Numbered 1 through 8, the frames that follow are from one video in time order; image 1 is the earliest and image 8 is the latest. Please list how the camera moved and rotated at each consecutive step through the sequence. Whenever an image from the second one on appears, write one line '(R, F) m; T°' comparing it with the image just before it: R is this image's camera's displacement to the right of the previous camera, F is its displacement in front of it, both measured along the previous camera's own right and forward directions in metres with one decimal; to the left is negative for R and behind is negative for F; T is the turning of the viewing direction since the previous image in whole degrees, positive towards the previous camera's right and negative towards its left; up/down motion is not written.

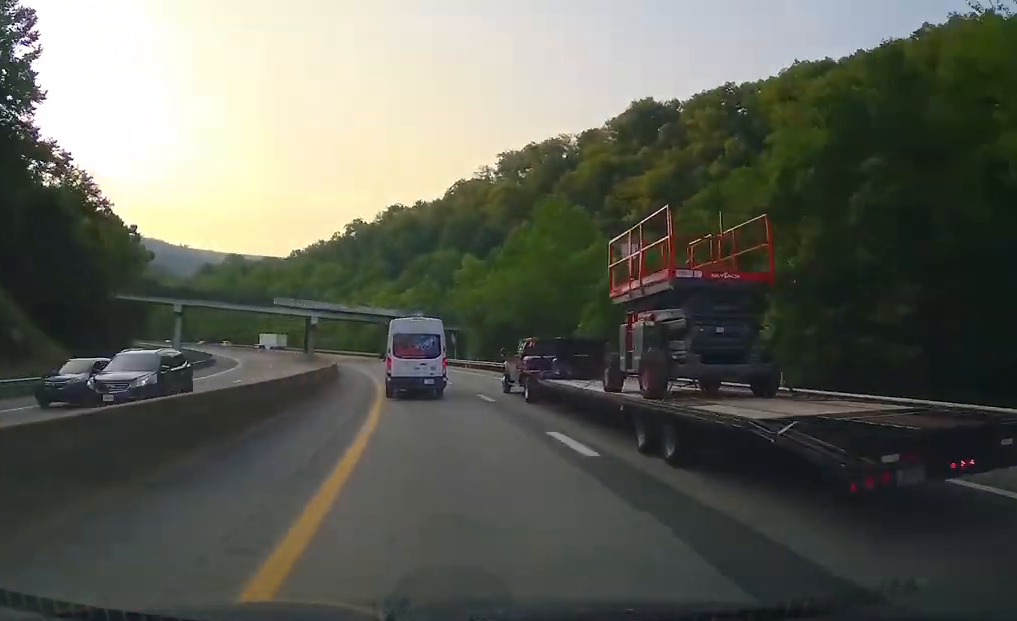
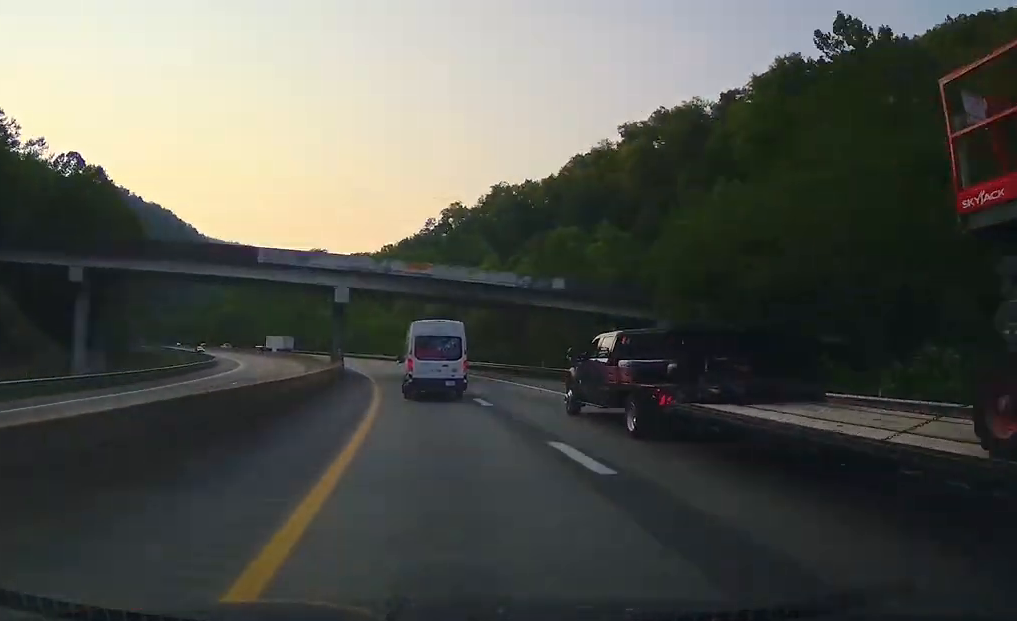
(-0.2, +51.0) m; -8°
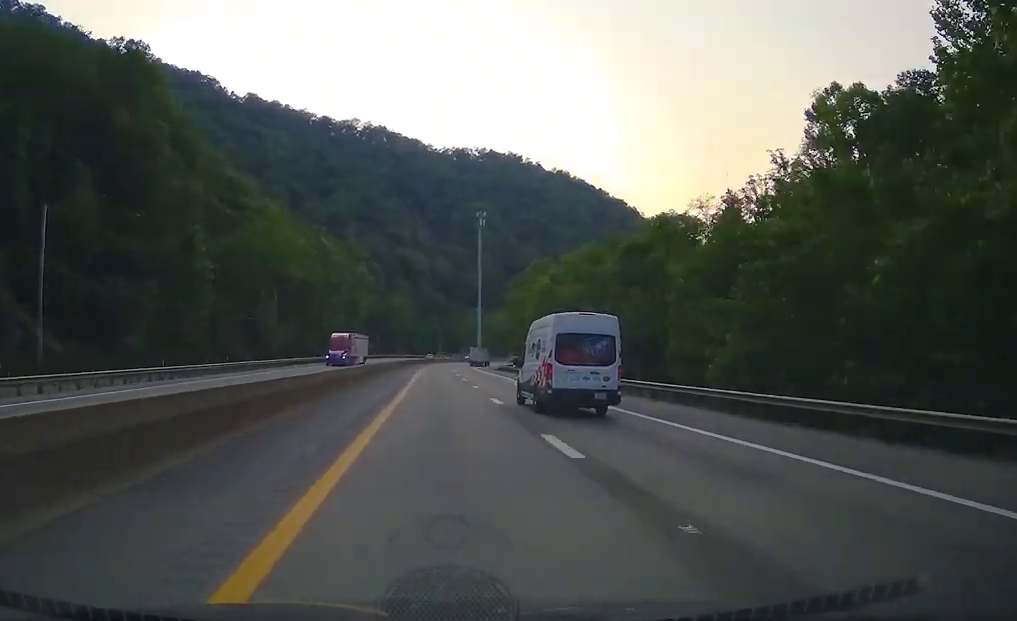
(-79.8, +240.2) m; -25°
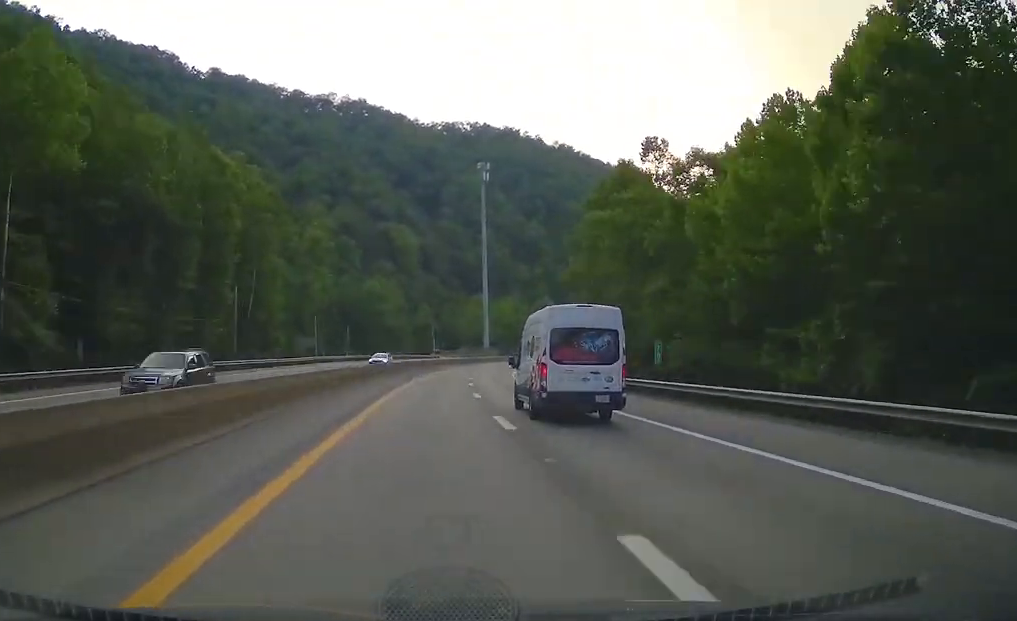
(-0.6, +69.2) m; +4°
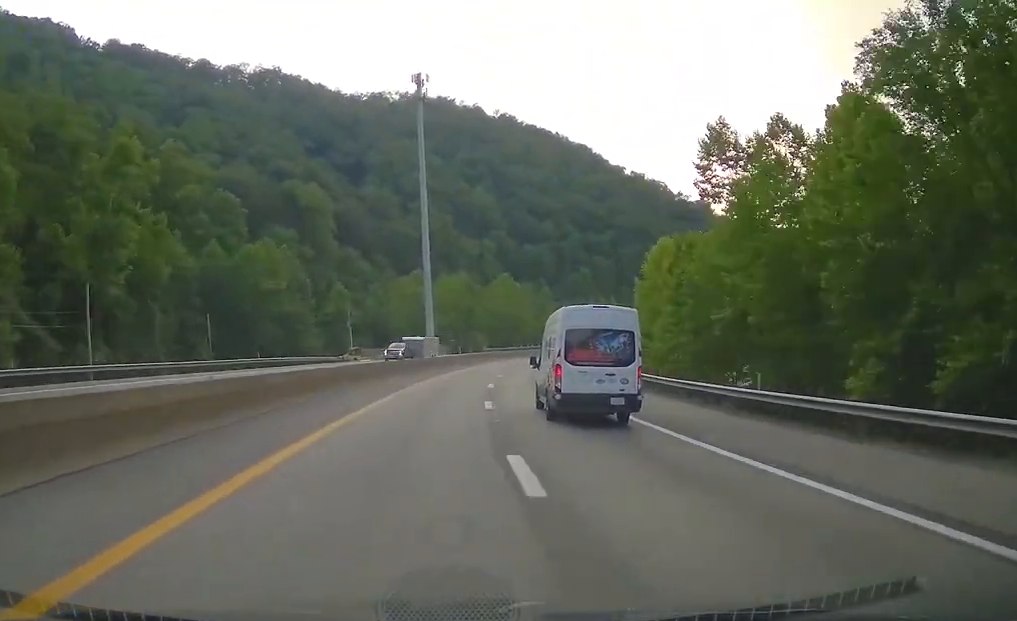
(+2.6, +68.2) m; +8°
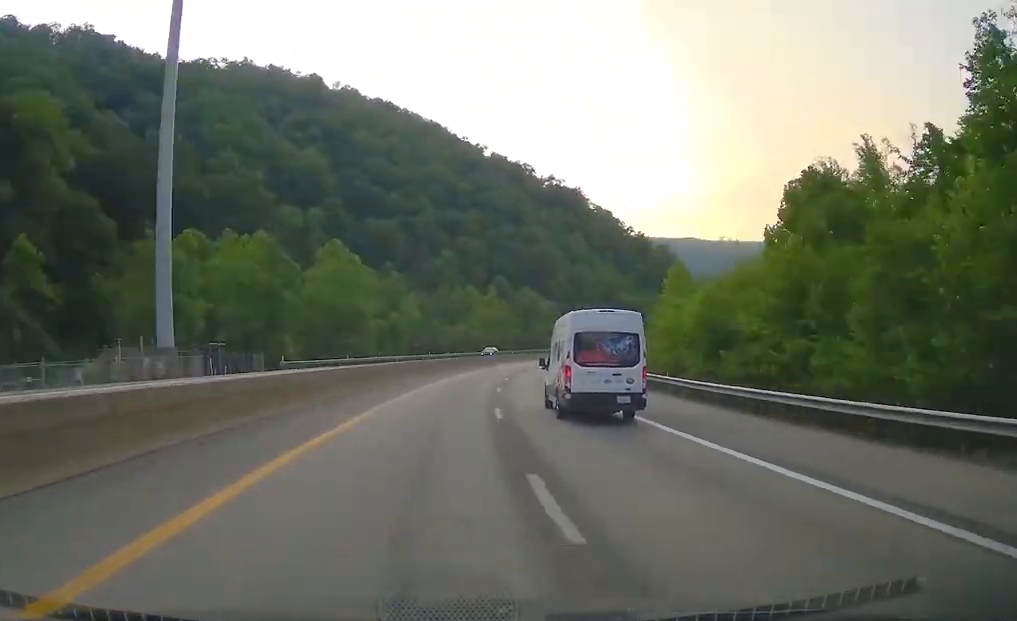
(+1.6, +75.8) m; +12°
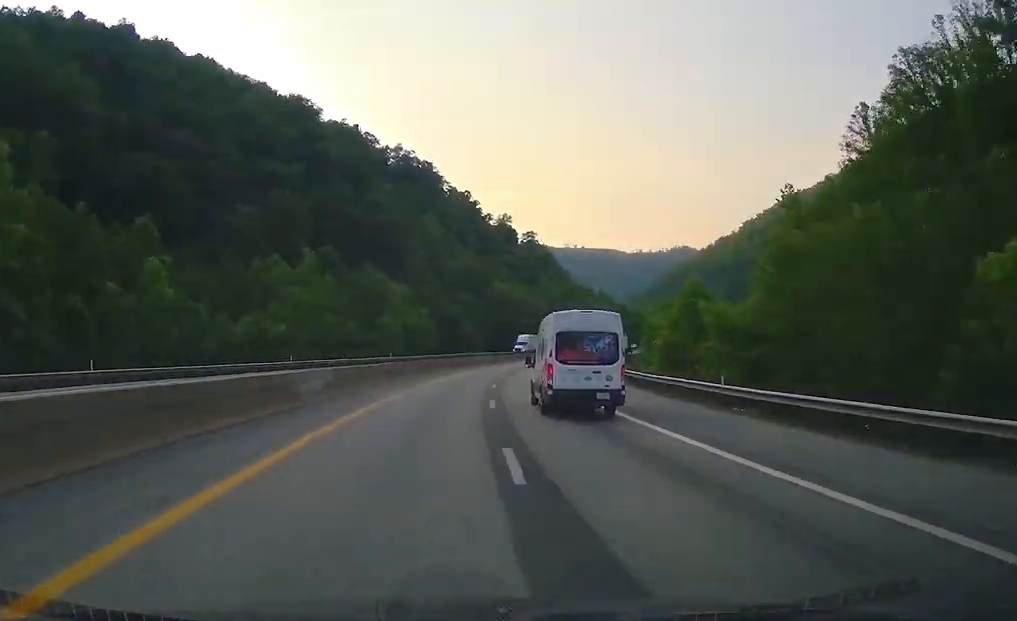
(+13.7, +70.0) m; +14°
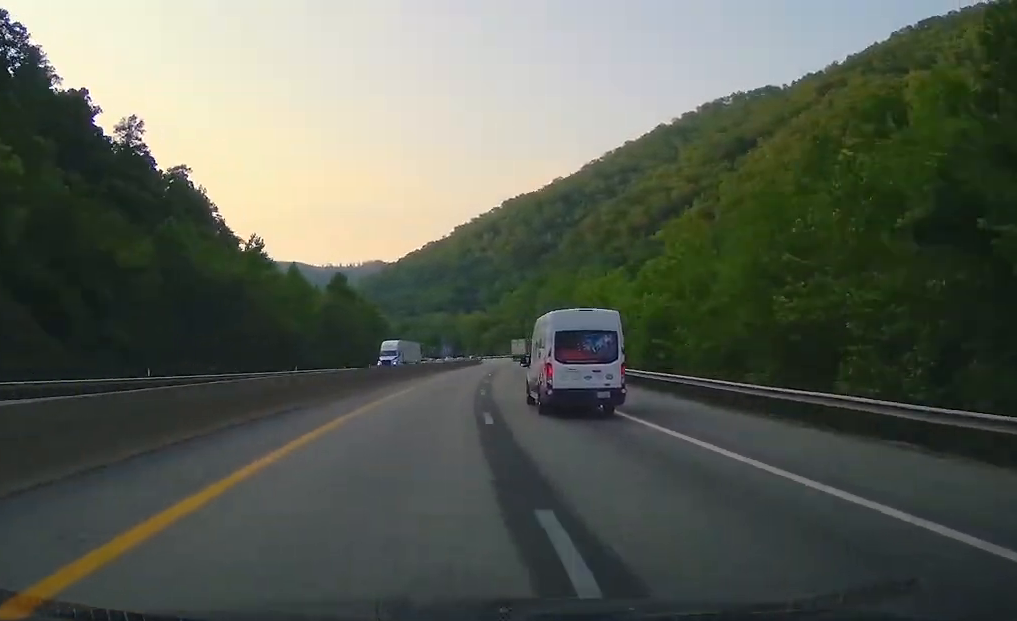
(+30.9, +135.9) m; +19°
